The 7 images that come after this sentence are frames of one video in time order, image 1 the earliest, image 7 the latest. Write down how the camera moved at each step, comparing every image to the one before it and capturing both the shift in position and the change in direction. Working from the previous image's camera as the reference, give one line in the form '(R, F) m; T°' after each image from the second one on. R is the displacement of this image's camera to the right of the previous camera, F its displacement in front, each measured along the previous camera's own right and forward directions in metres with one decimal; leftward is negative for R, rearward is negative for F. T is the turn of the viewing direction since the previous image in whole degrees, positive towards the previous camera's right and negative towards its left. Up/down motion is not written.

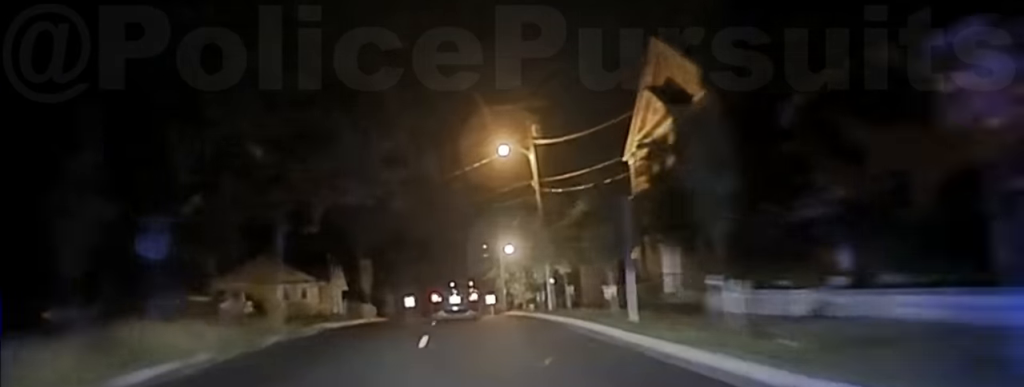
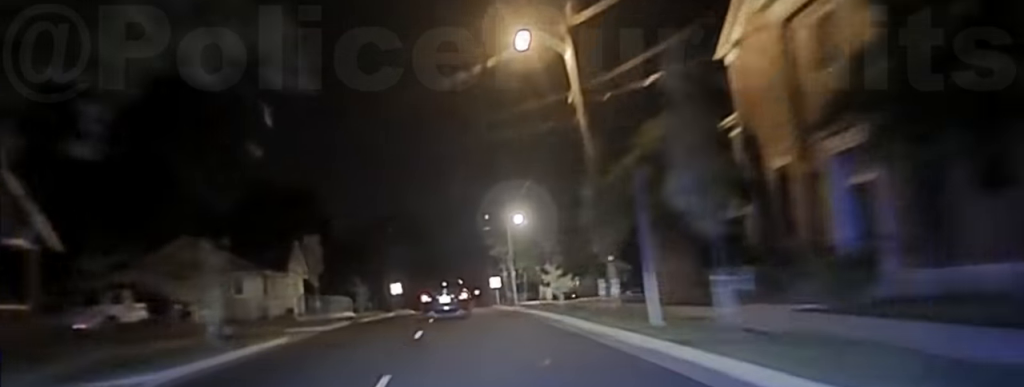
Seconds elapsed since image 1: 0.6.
(0.0, +20.2) m; 0°
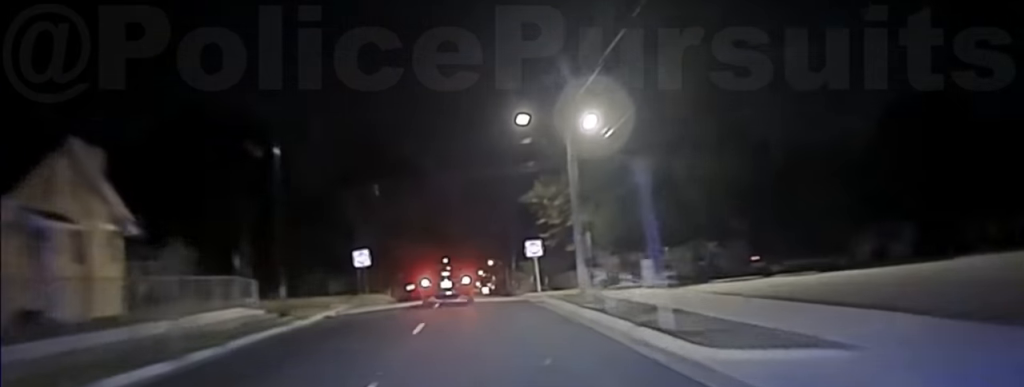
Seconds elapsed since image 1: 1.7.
(0.0, +36.9) m; 0°
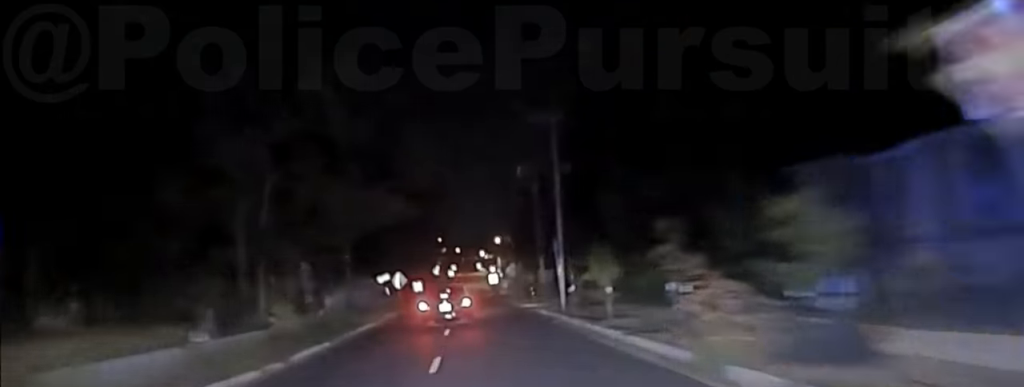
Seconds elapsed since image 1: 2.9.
(0.0, +44.2) m; 0°
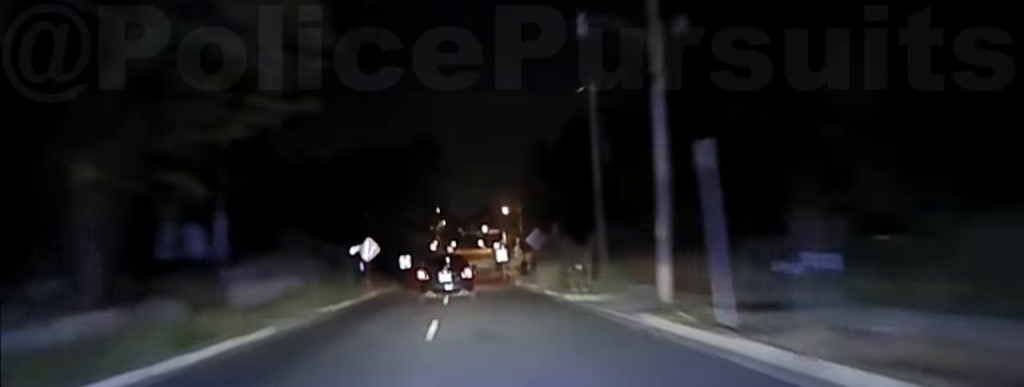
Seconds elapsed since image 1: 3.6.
(0.0, +24.2) m; 0°
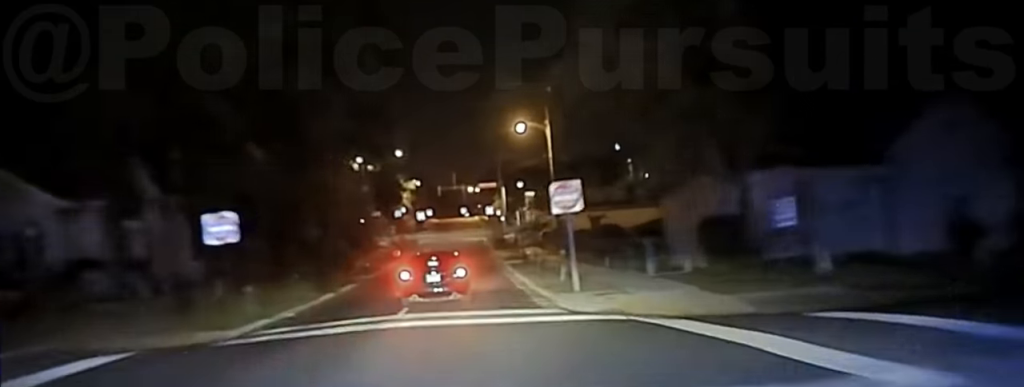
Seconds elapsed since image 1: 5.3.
(+0.1, +59.0) m; 0°
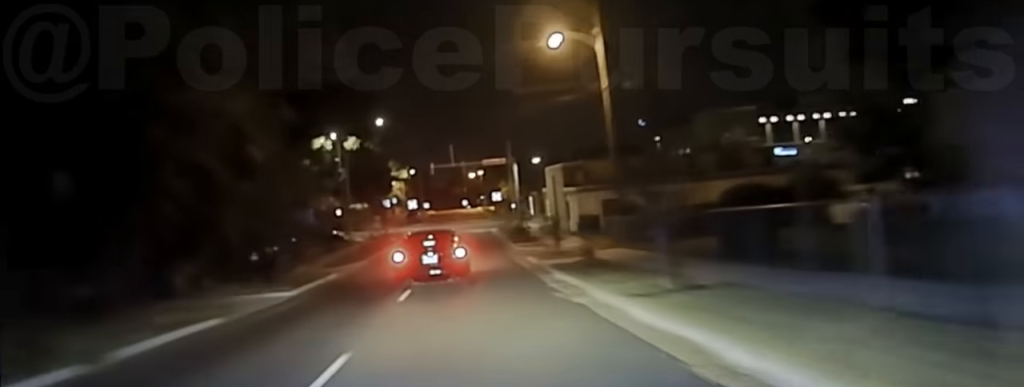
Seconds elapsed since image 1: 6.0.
(0.0, +22.9) m; 0°
